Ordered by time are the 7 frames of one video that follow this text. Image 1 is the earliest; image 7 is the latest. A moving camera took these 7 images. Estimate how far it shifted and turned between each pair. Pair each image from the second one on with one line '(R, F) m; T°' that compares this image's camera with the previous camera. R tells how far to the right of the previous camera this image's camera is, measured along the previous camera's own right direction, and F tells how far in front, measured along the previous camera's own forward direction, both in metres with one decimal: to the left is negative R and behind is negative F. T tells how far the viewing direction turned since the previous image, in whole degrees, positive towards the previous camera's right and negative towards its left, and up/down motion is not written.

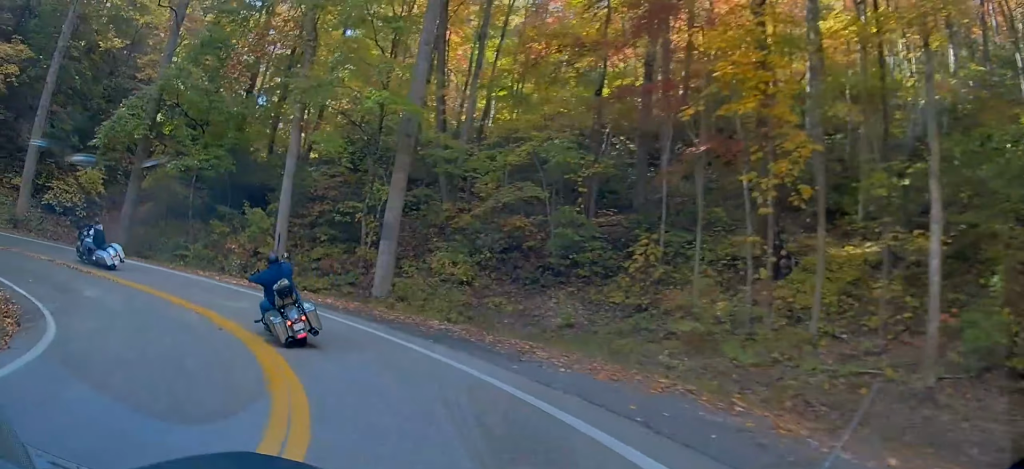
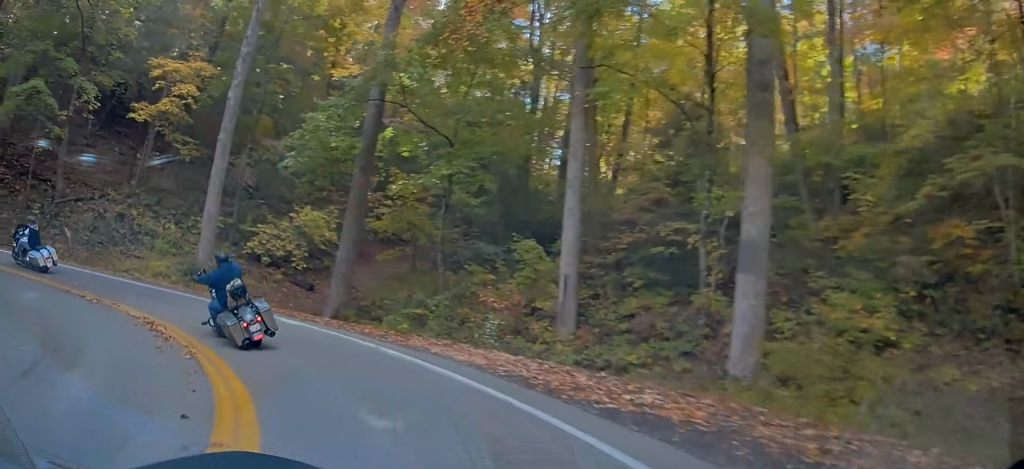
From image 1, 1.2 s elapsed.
(-2.2, +8.8) m; -17°
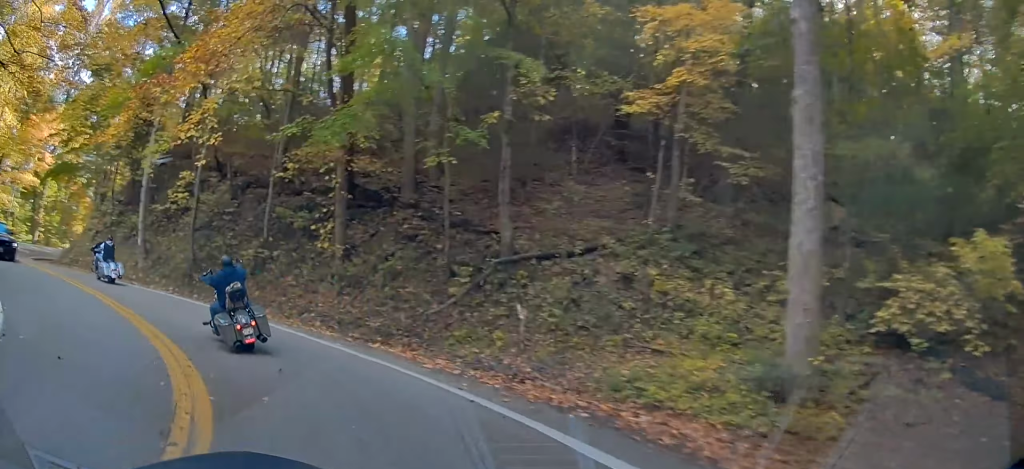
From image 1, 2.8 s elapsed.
(-1.0, +13.4) m; -39°
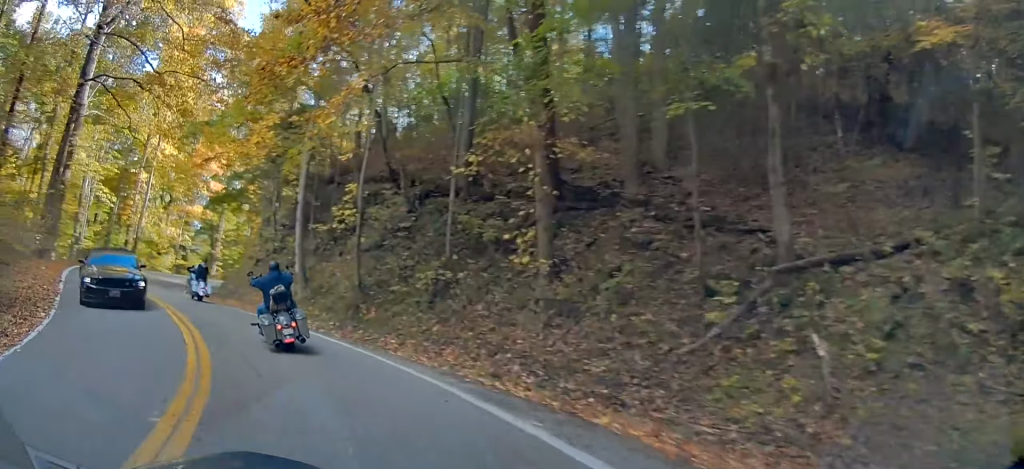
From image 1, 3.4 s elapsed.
(-2.5, +5.1) m; -26°
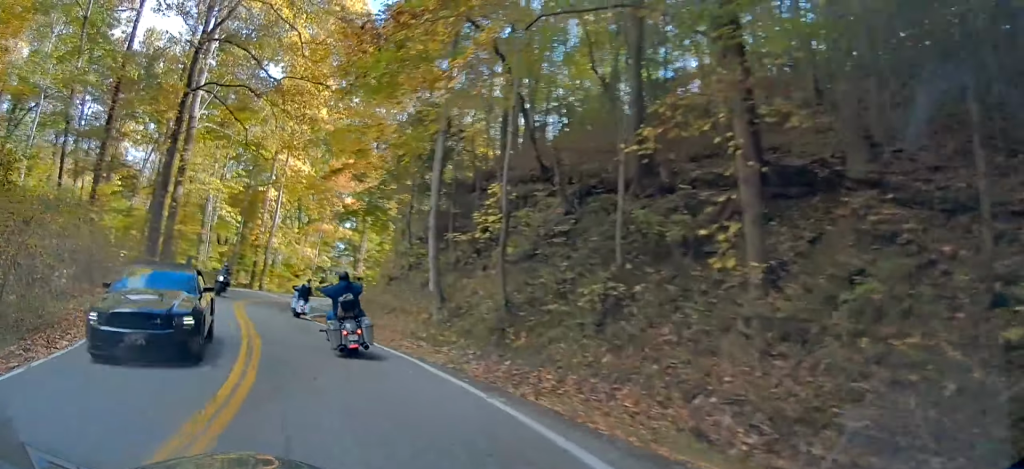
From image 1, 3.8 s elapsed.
(-0.4, +4.4) m; -19°
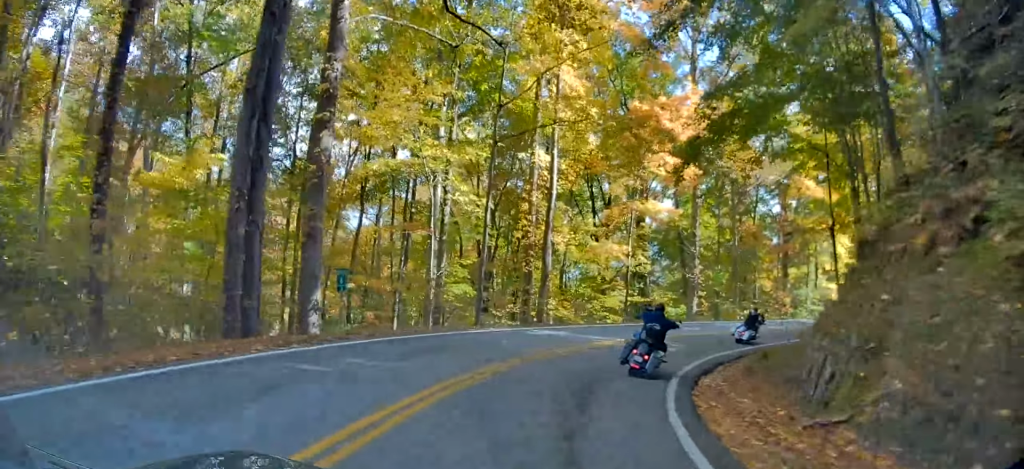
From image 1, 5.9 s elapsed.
(-7.4, +22.5) m; -21°
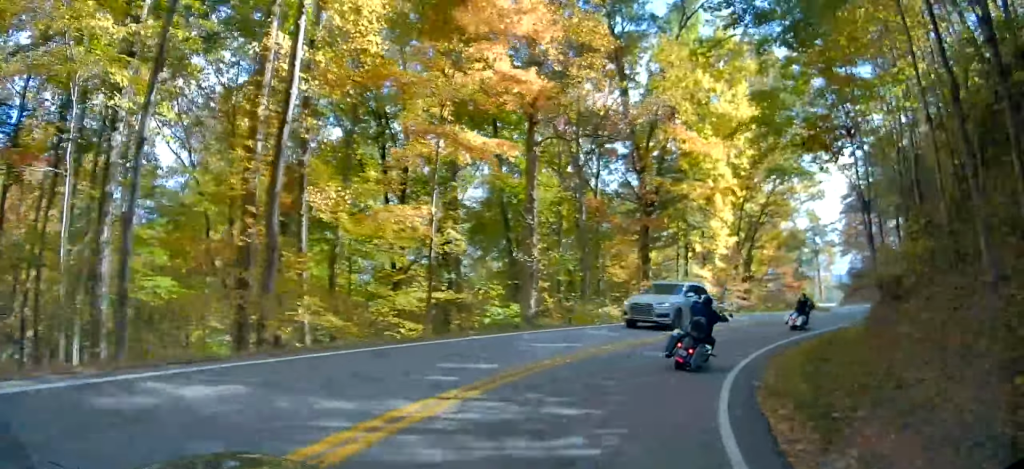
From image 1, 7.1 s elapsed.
(+0.9, +14.5) m; +15°
